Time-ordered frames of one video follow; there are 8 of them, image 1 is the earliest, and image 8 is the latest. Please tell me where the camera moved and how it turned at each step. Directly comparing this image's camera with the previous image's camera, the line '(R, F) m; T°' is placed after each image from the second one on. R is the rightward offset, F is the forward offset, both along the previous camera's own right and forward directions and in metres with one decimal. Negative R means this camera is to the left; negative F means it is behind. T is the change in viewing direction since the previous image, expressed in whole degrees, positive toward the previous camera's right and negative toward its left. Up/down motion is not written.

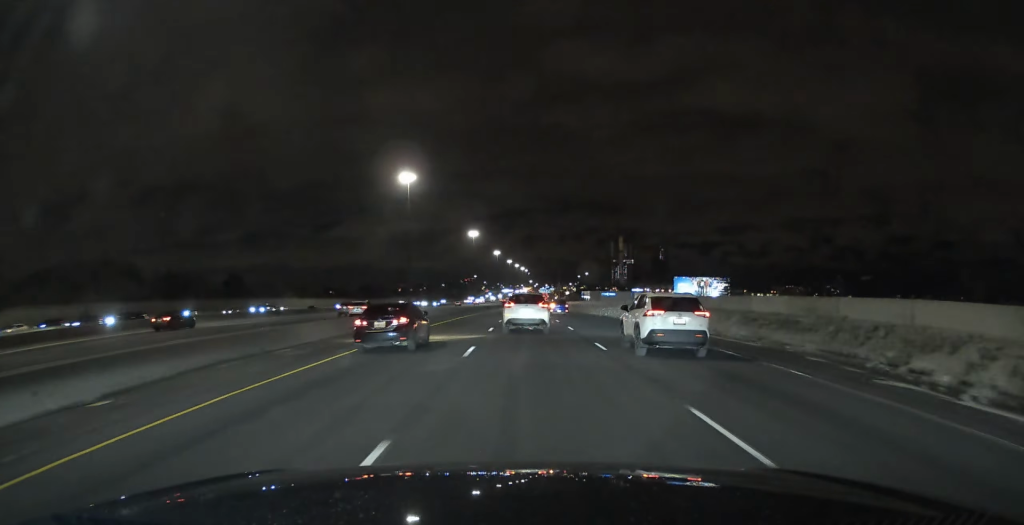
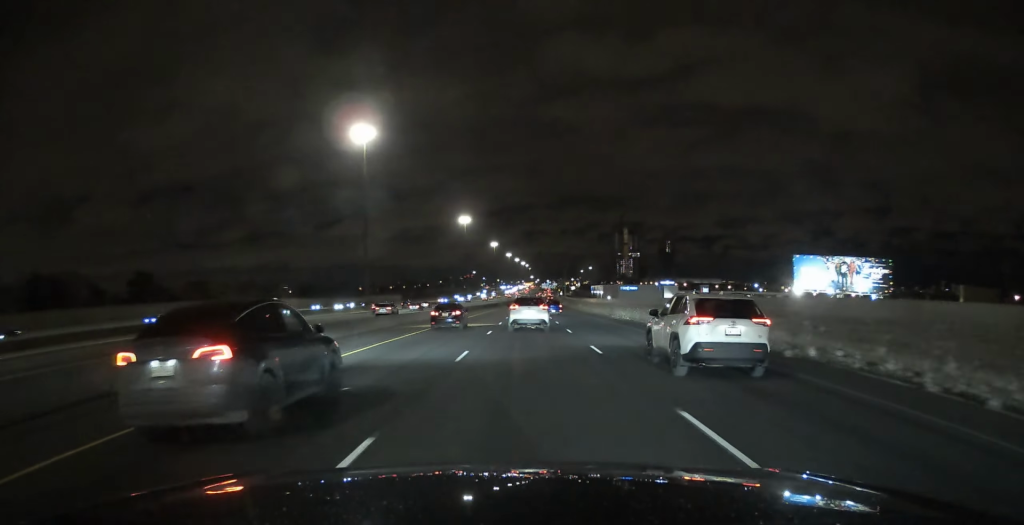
(+0.1, +50.4) m; 0°
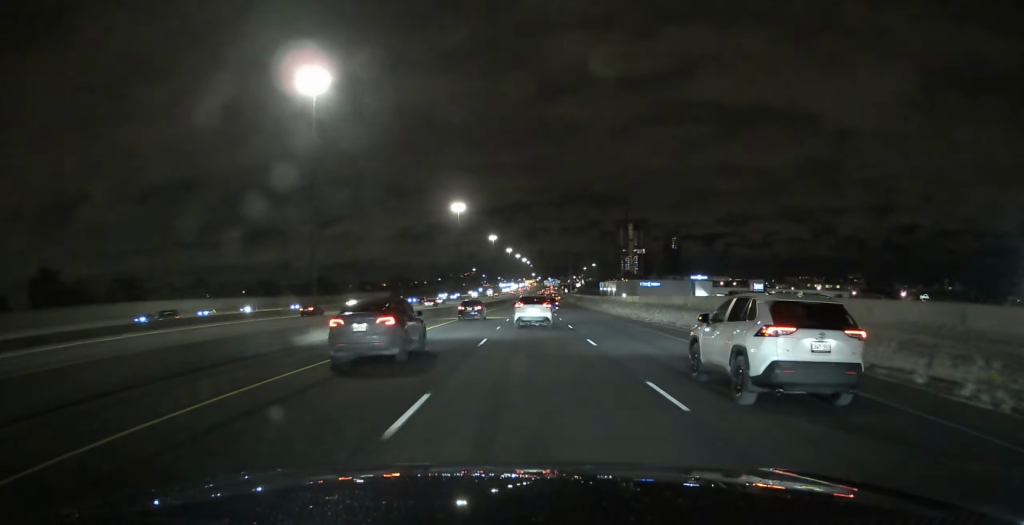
(-0.1, +34.3) m; 0°
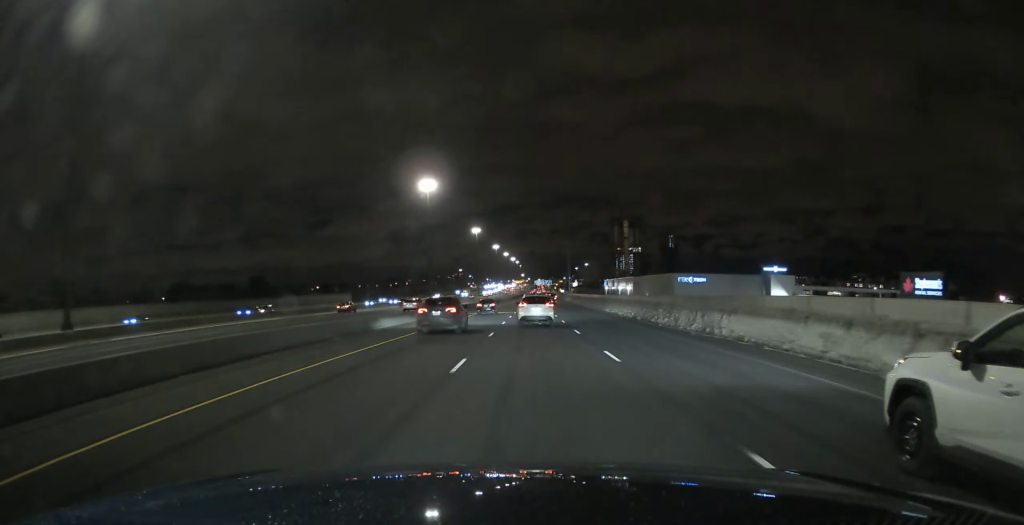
(+0.1, +54.5) m; 0°
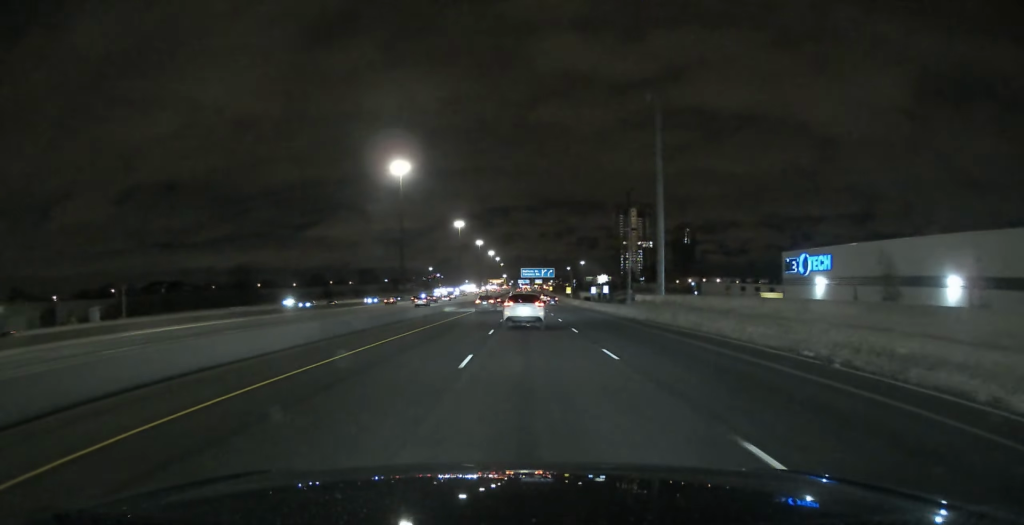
(+3.2, +182.2) m; +2°
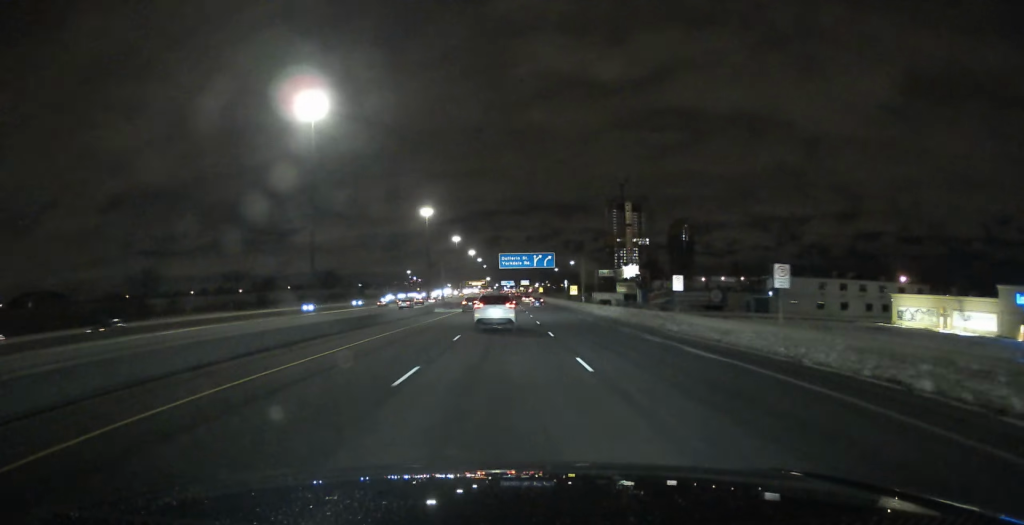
(+0.3, +64.6) m; 0°
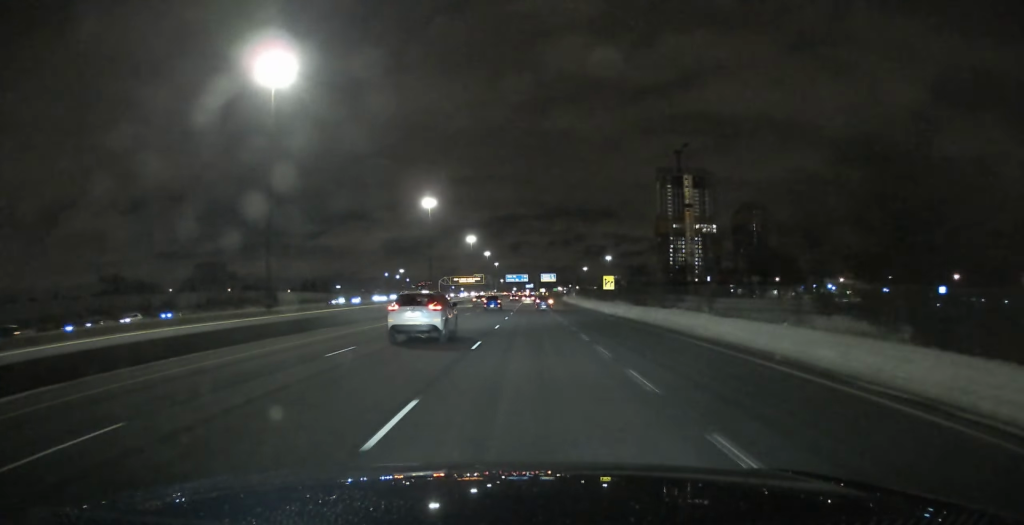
(-0.1, +180.9) m; -1°
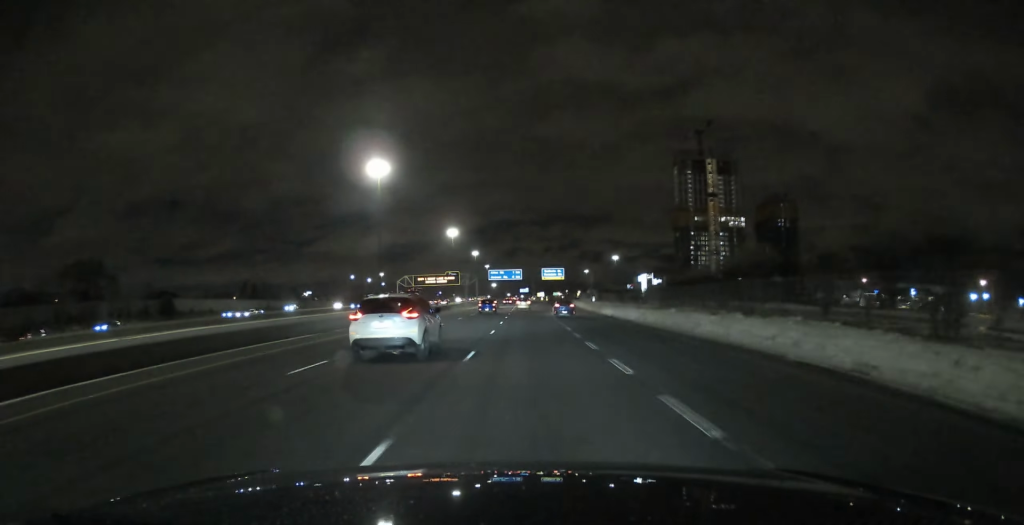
(-0.3, +77.6) m; 0°
